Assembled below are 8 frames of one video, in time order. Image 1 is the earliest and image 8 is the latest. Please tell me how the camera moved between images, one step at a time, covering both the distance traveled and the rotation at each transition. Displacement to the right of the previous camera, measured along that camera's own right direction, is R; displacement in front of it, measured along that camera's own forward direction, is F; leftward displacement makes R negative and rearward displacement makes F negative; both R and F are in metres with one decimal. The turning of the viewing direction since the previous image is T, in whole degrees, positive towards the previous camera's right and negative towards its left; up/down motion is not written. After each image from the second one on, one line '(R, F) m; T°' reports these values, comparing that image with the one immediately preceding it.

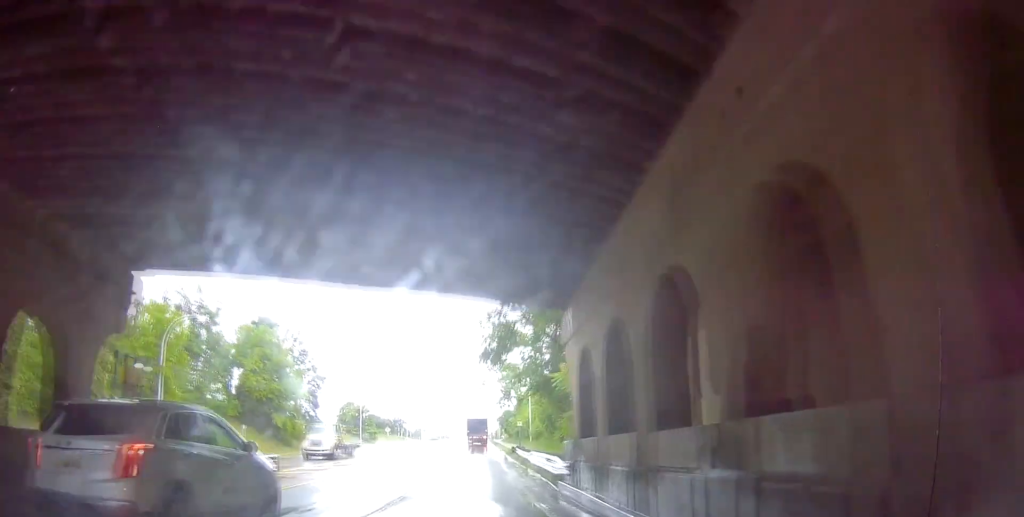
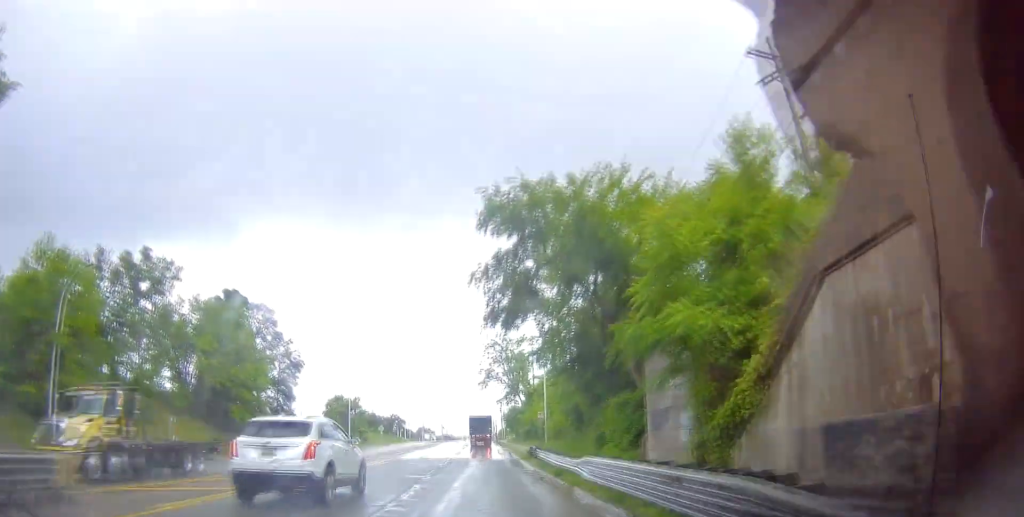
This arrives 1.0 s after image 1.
(+0.1, +12.6) m; 0°
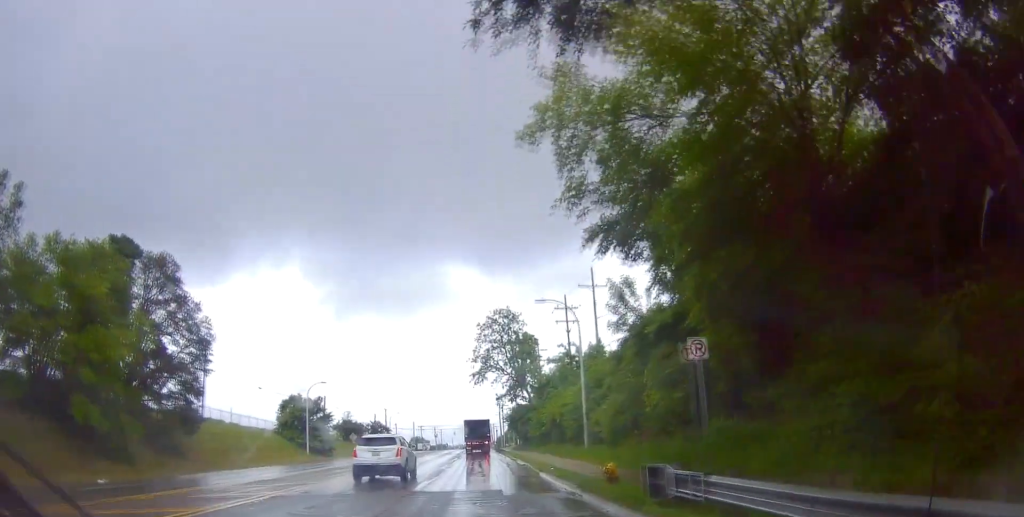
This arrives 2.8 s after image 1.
(0.0, +24.6) m; +1°
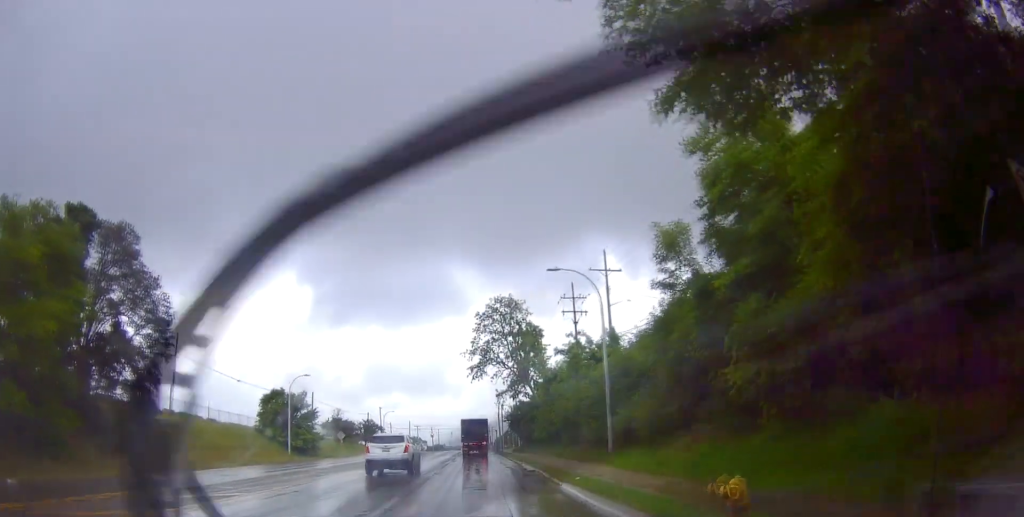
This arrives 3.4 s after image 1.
(-0.1, +7.5) m; +1°
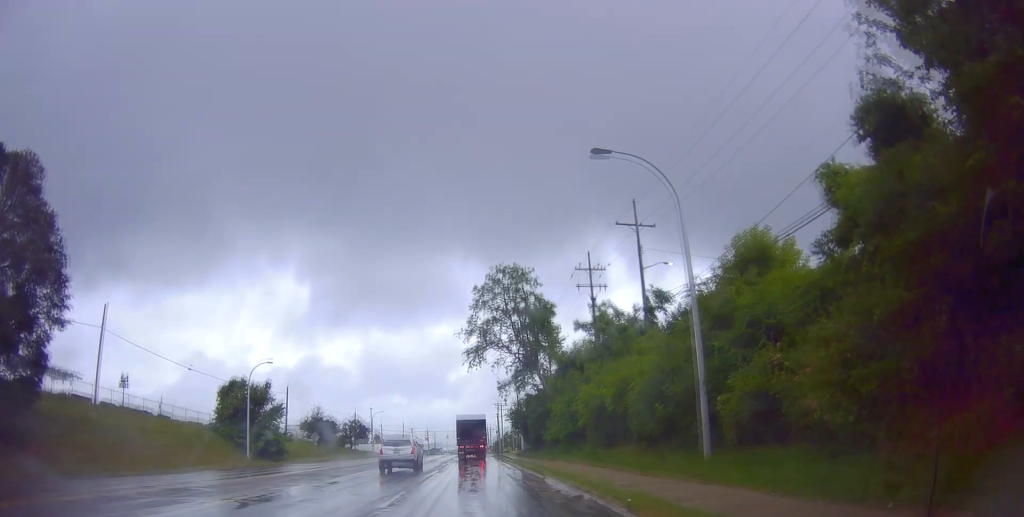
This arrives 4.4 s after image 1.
(+0.4, +13.4) m; 0°
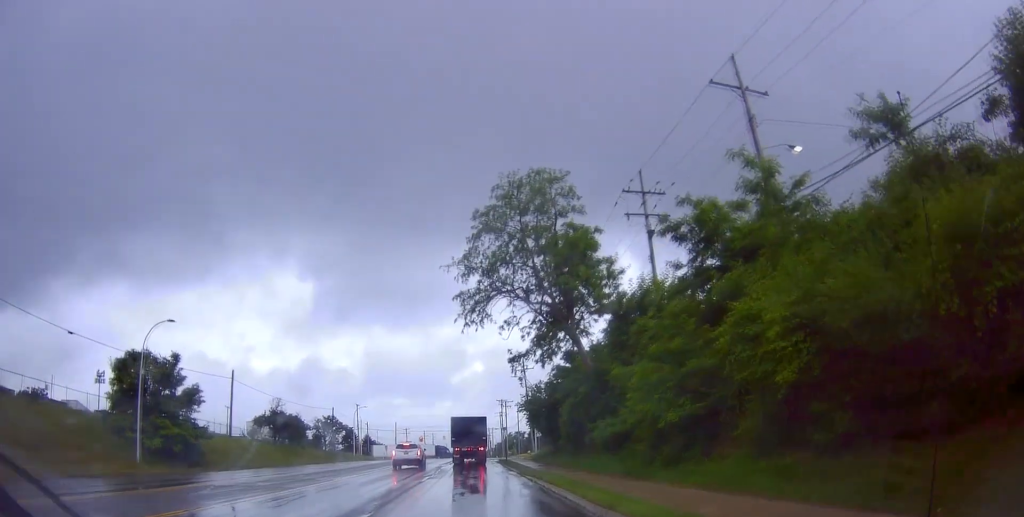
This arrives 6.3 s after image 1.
(-0.5, +21.9) m; 0°
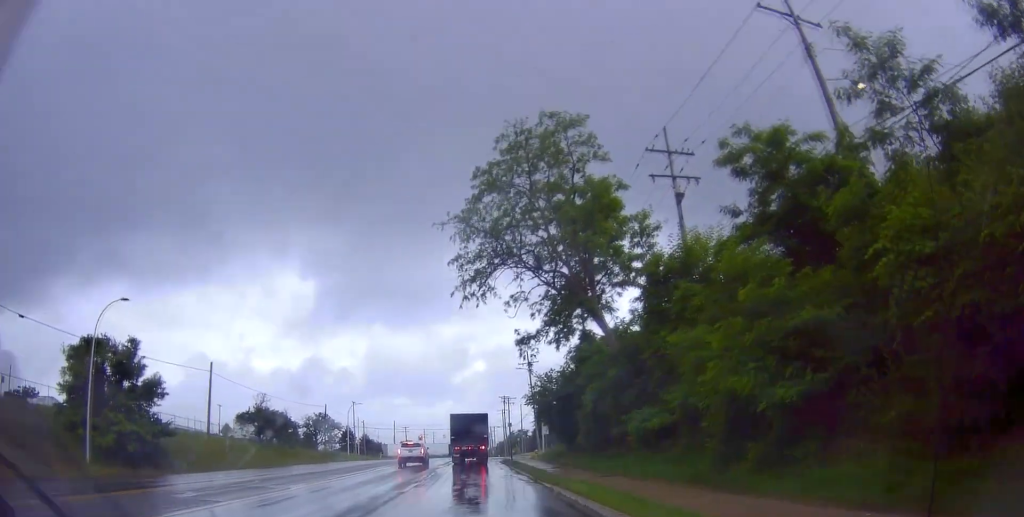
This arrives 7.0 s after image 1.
(+0.1, +6.7) m; -2°
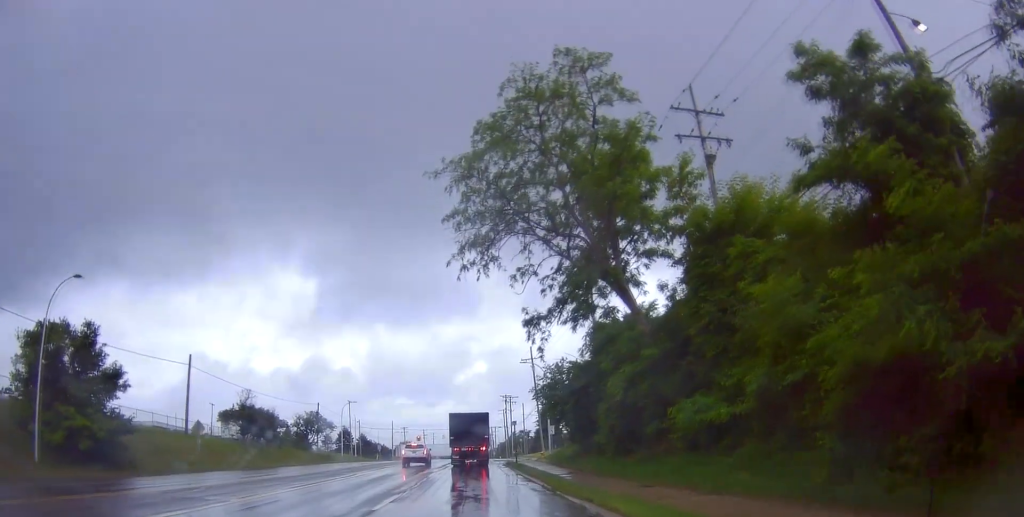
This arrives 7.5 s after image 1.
(+0.1, +5.9) m; -1°
